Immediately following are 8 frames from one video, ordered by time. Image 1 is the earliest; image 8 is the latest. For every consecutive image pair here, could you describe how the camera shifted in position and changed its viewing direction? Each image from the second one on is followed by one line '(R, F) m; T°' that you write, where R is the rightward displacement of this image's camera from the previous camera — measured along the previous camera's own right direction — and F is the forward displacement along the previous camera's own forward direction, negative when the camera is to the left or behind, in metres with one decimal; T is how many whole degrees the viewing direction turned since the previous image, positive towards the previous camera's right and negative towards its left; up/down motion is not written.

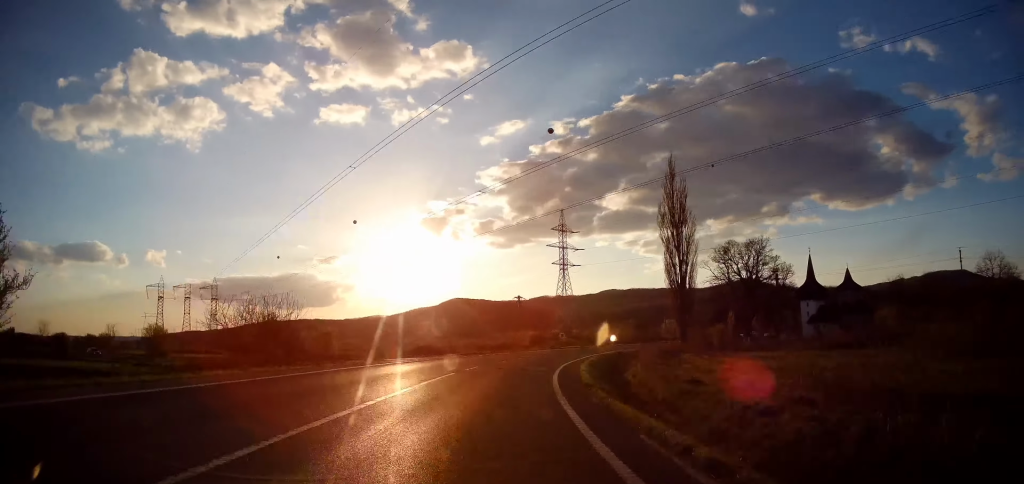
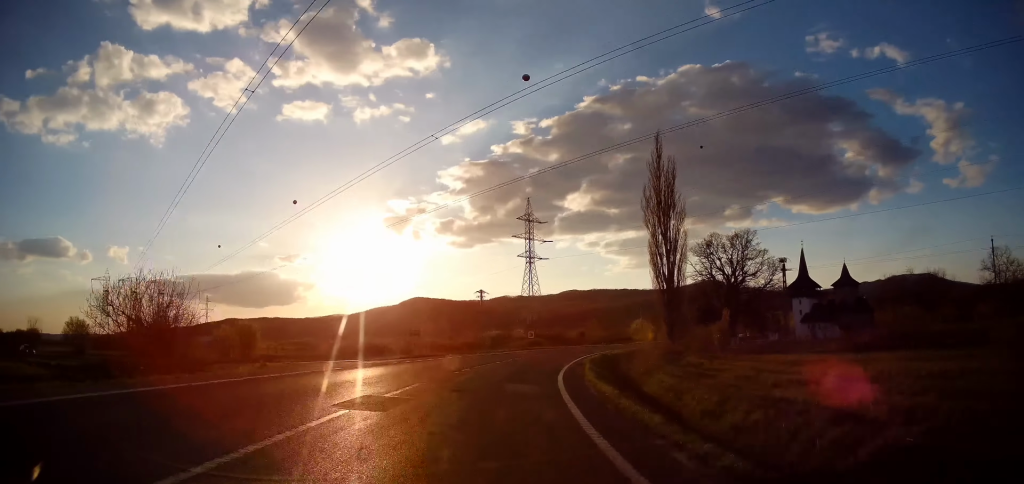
(+0.3, +11.9) m; +4°
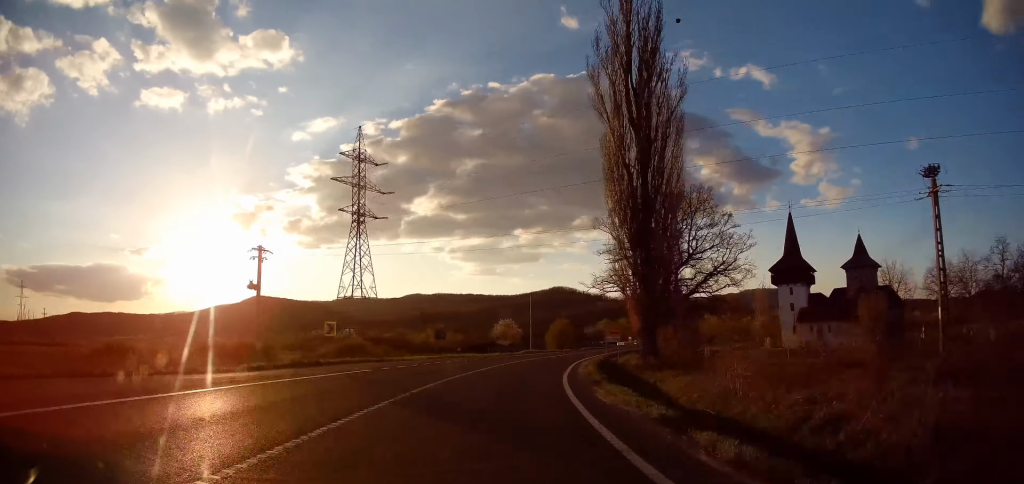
(+5.9, +44.4) m; +16°
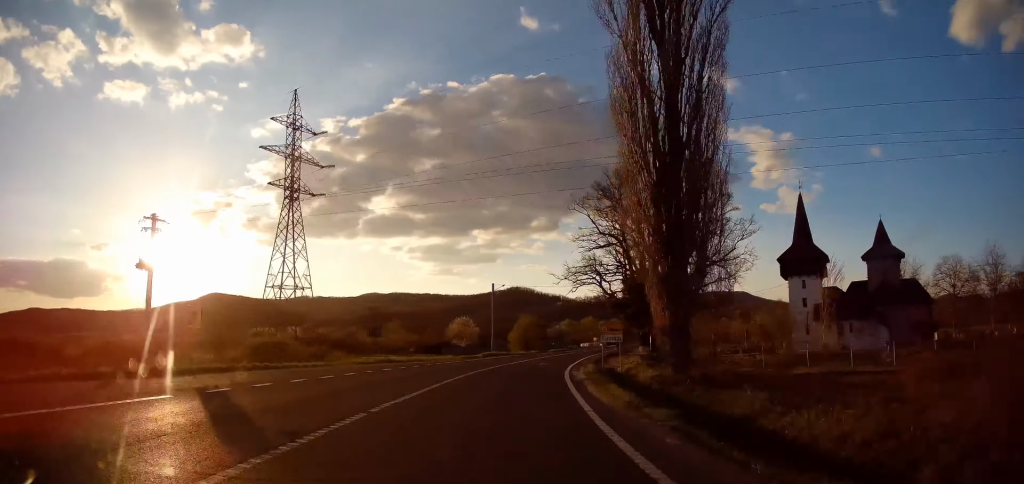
(+0.2, +12.3) m; +5°
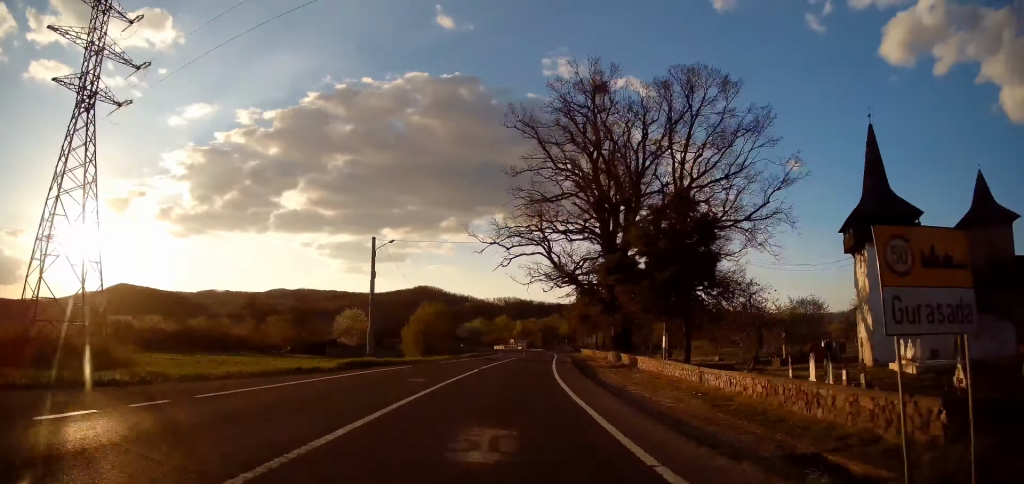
(+2.9, +26.5) m; +10°
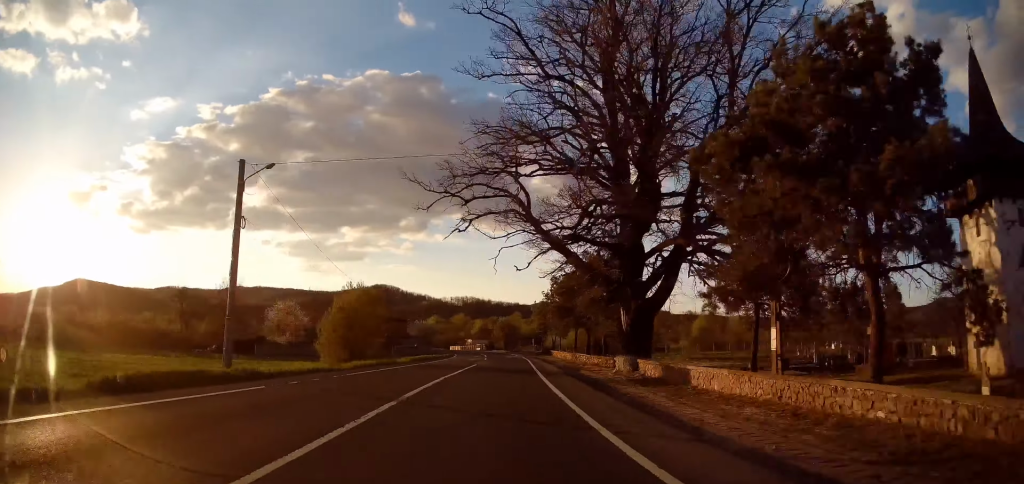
(+0.4, +15.0) m; +5°
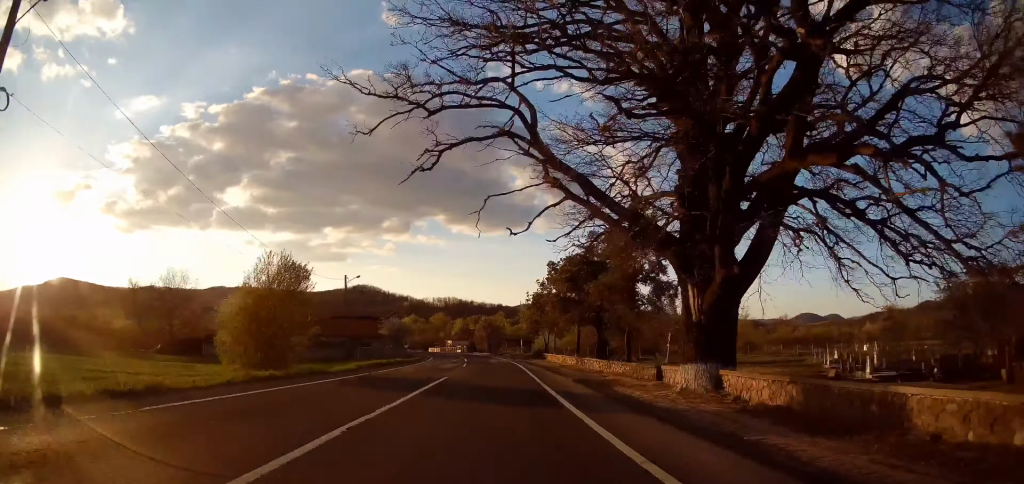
(+0.7, +11.9) m; +3°
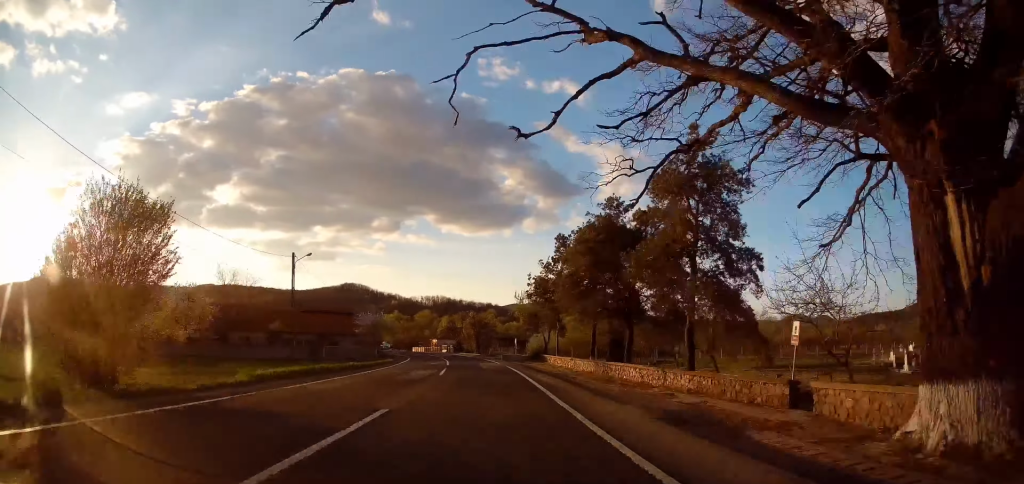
(+0.1, +11.1) m; +3°
